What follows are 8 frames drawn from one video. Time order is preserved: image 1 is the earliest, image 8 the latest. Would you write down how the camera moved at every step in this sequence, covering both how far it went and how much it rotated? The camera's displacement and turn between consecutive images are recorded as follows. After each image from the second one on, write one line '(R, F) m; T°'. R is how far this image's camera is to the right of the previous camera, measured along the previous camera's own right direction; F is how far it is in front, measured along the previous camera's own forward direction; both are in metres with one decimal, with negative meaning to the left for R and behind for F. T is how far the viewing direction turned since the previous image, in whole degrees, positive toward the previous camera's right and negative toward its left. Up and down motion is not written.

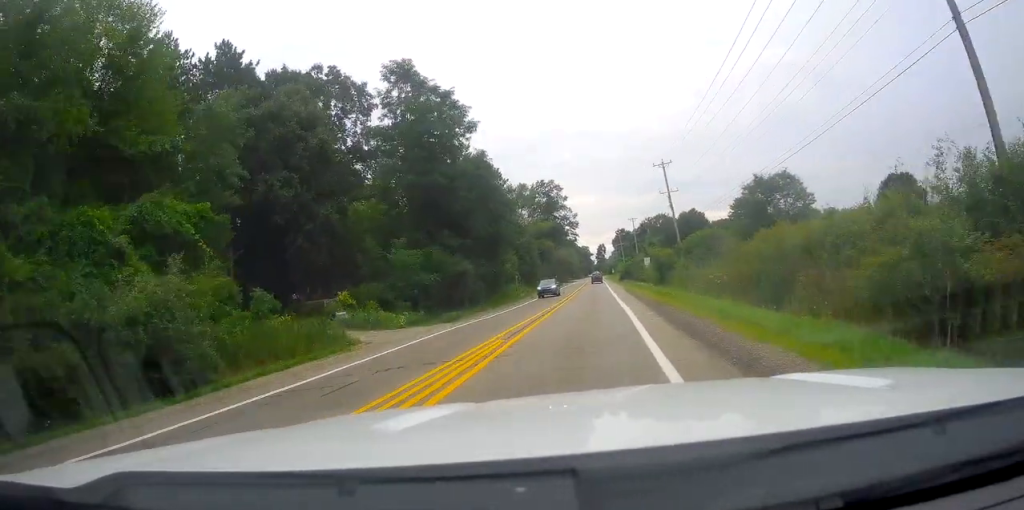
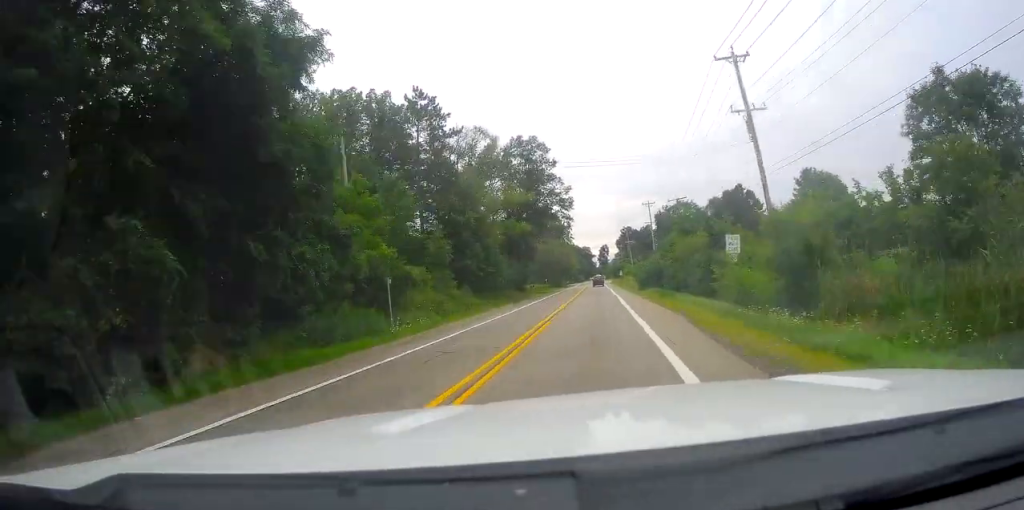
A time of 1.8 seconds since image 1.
(+0.4, +39.4) m; +1°
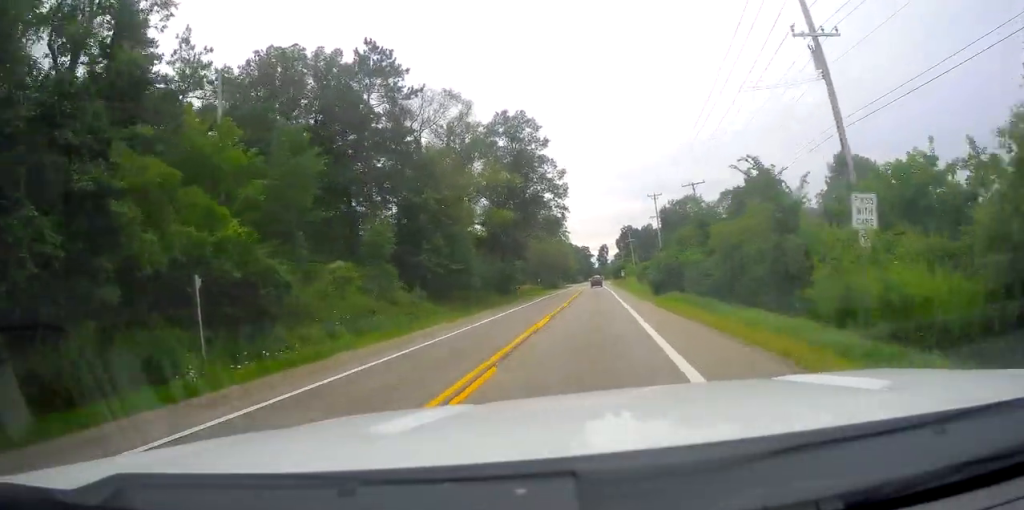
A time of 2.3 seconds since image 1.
(+0.3, +12.5) m; -1°
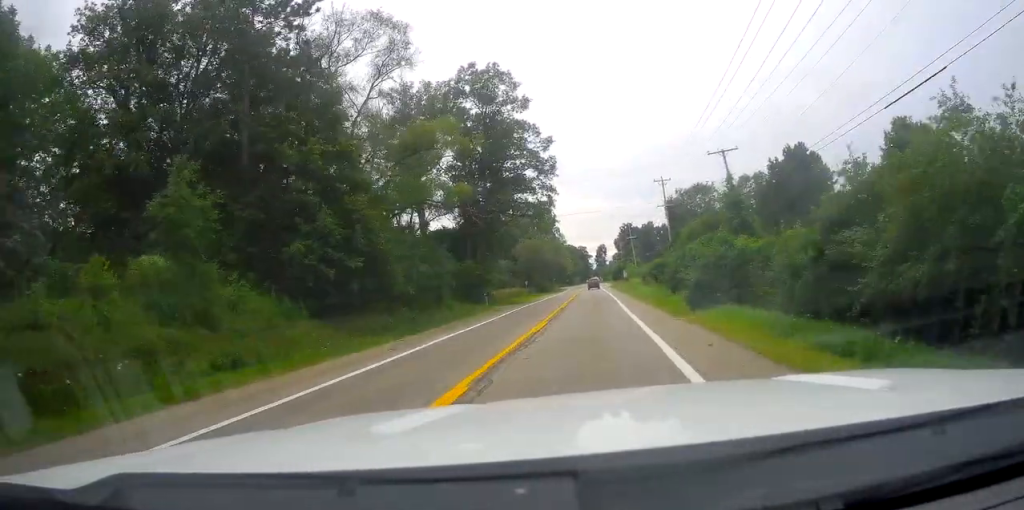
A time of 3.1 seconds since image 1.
(-0.2, +16.0) m; 0°
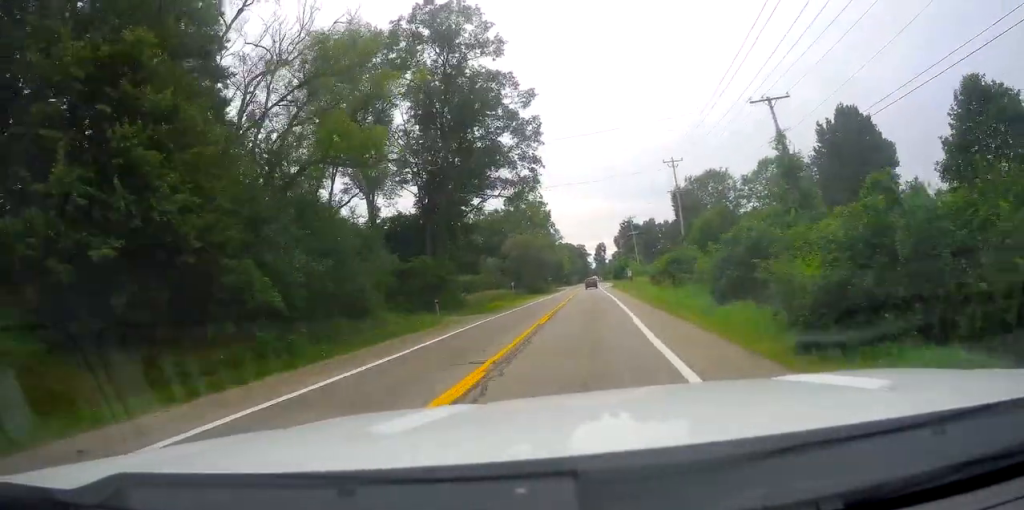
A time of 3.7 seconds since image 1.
(-0.4, +13.0) m; 0°
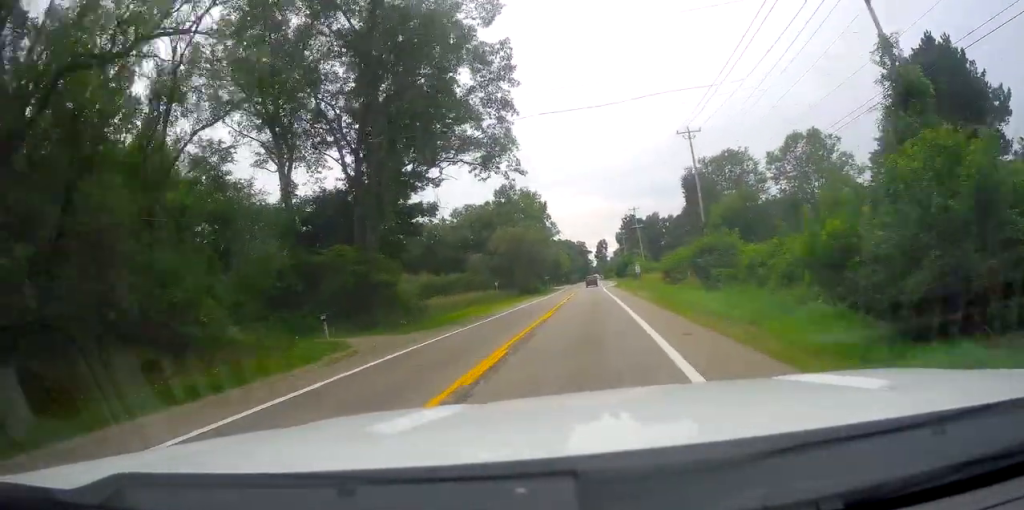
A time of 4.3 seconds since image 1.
(+0.5, +13.0) m; 0°
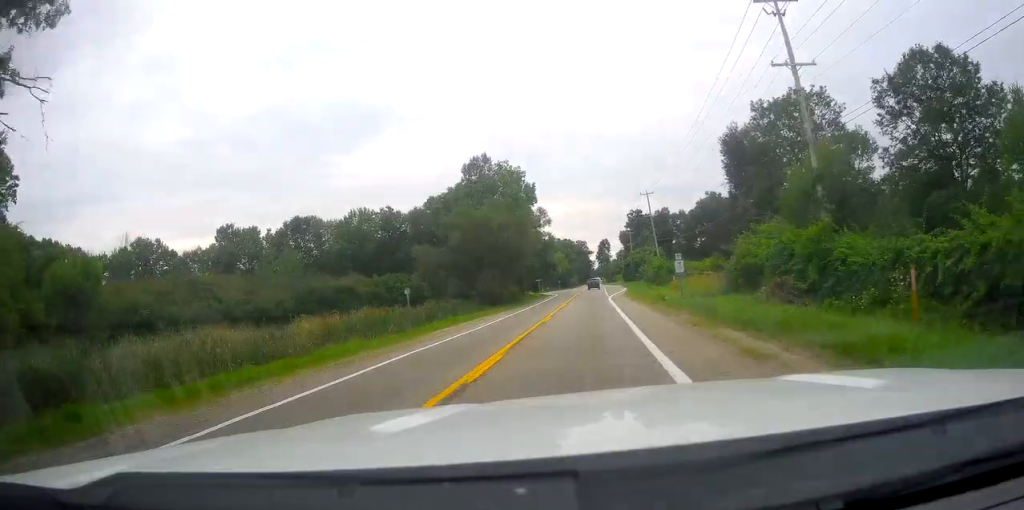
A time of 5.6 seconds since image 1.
(-0.5, +29.5) m; -1°
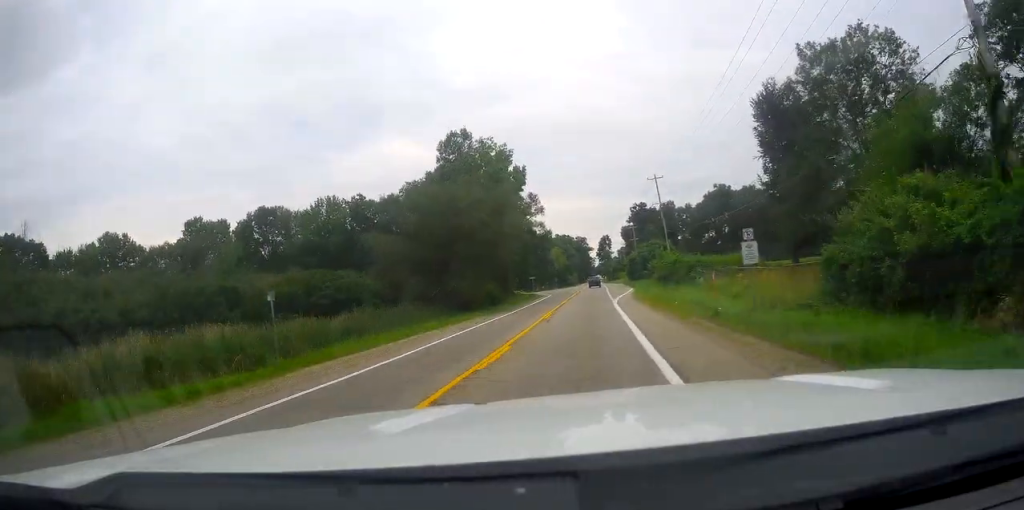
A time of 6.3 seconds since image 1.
(+0.3, +14.4) m; +2°
